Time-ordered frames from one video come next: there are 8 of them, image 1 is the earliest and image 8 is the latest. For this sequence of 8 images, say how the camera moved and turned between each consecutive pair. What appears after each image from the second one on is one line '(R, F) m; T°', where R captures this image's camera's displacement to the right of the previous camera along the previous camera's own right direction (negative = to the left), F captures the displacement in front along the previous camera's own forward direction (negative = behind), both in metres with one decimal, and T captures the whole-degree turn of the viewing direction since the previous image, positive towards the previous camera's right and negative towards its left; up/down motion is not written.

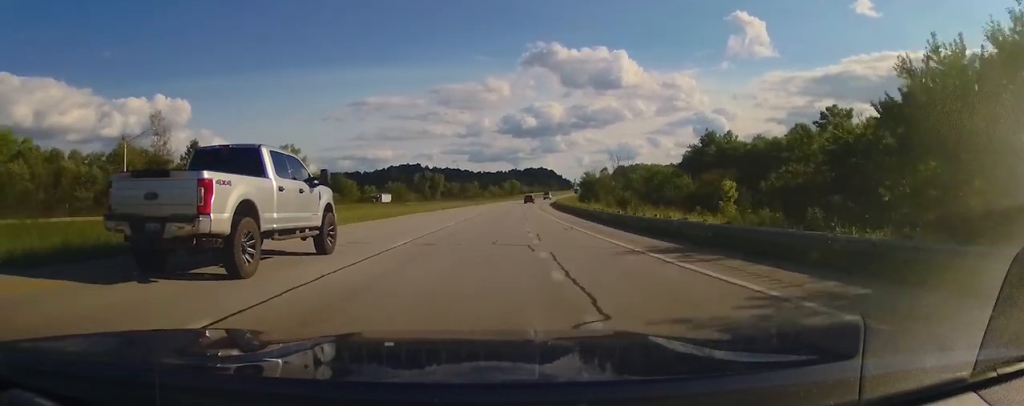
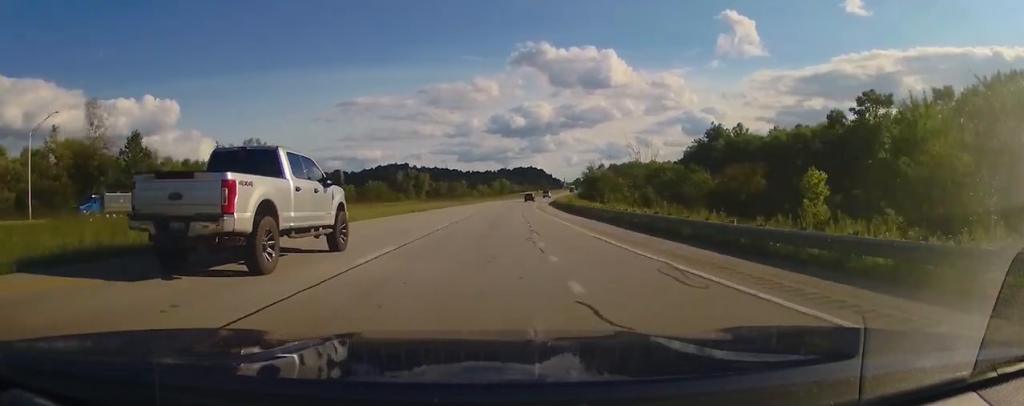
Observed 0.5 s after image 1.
(+0.1, +15.9) m; +1°
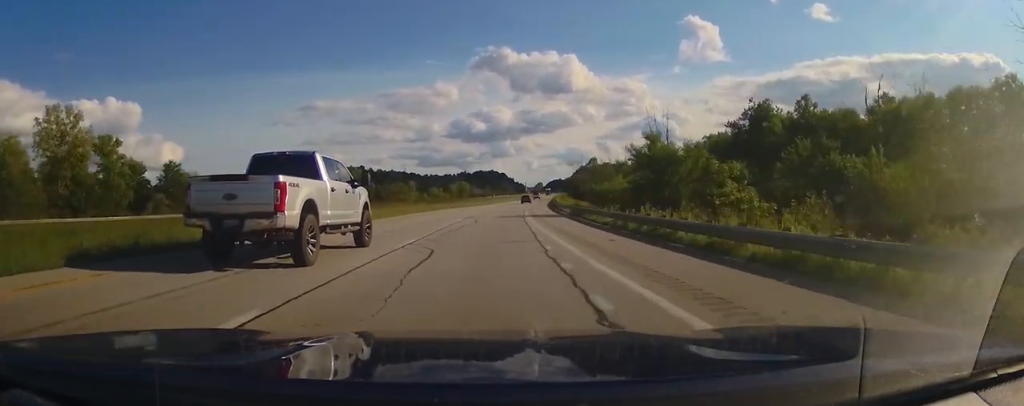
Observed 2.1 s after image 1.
(+2.6, +56.2) m; +5°
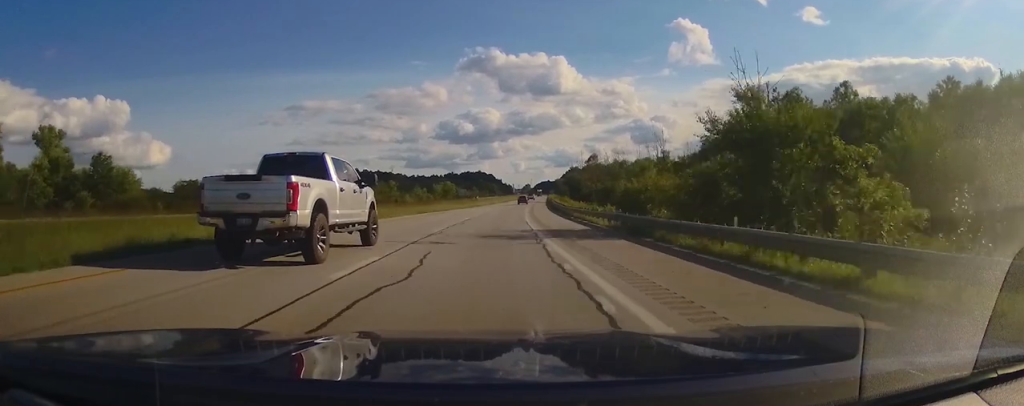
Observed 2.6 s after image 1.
(+0.1, +18.6) m; 0°
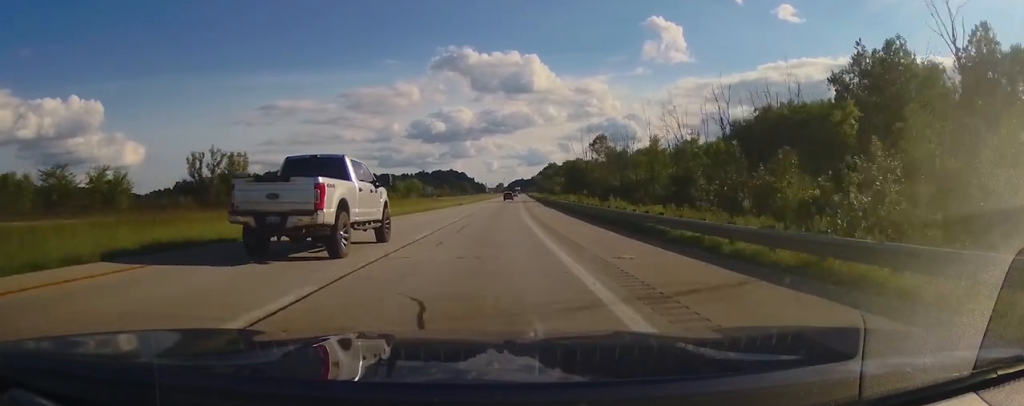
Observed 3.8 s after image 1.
(0.0, +40.8) m; +1°
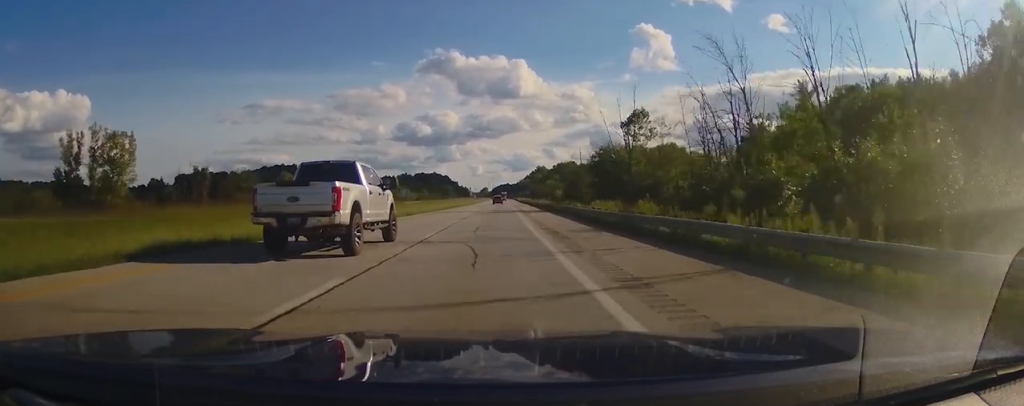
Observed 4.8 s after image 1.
(+0.8, +36.0) m; +2°
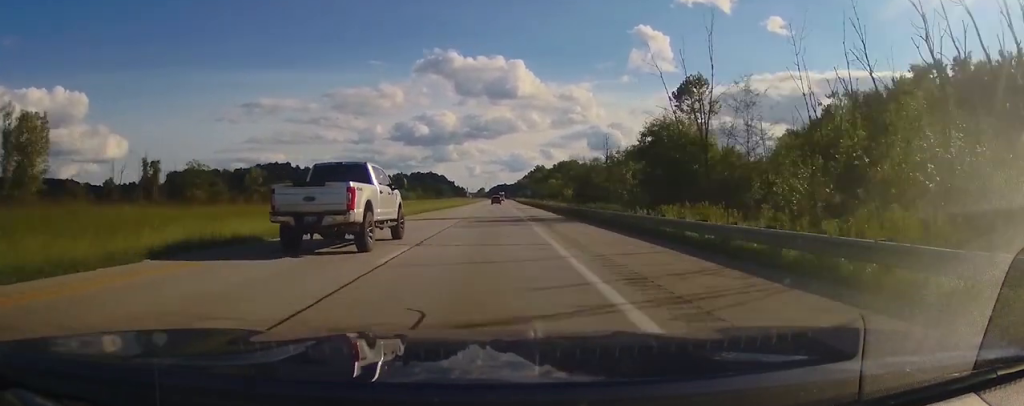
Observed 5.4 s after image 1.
(+0.2, +19.6) m; +1°
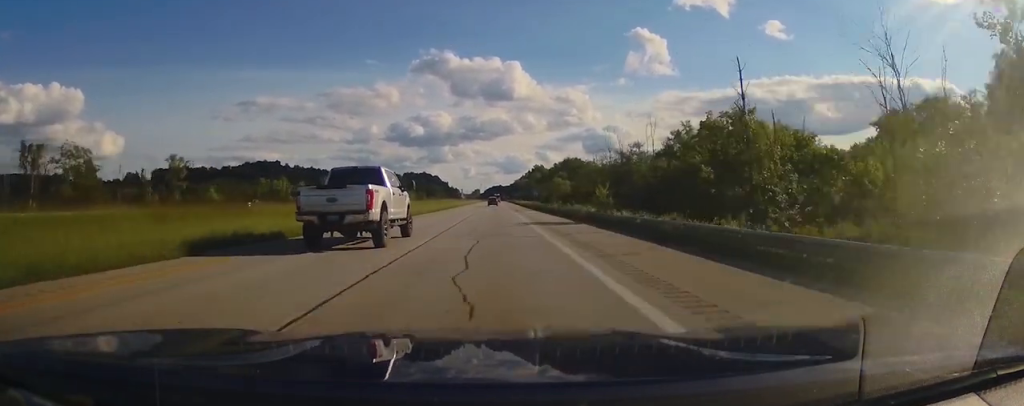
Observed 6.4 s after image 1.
(0.0, +33.3) m; 0°
